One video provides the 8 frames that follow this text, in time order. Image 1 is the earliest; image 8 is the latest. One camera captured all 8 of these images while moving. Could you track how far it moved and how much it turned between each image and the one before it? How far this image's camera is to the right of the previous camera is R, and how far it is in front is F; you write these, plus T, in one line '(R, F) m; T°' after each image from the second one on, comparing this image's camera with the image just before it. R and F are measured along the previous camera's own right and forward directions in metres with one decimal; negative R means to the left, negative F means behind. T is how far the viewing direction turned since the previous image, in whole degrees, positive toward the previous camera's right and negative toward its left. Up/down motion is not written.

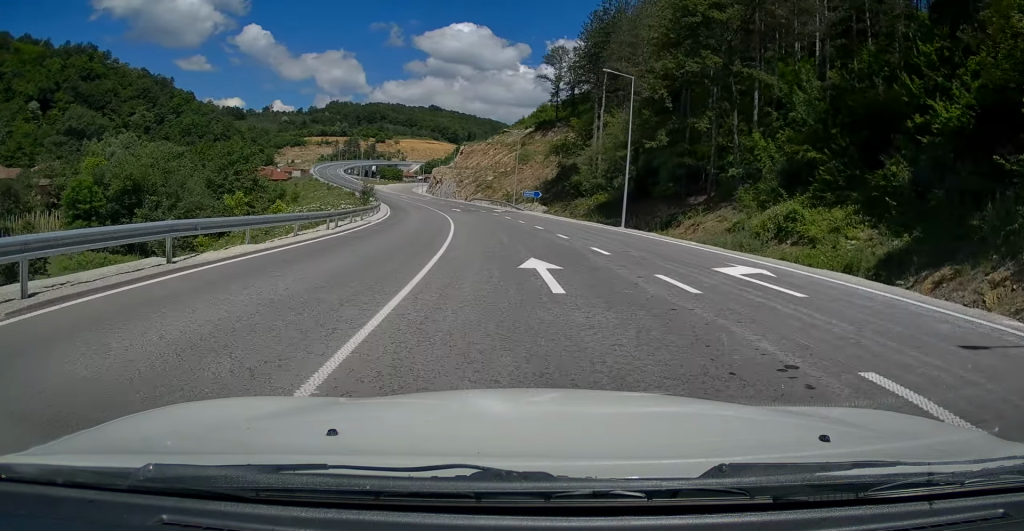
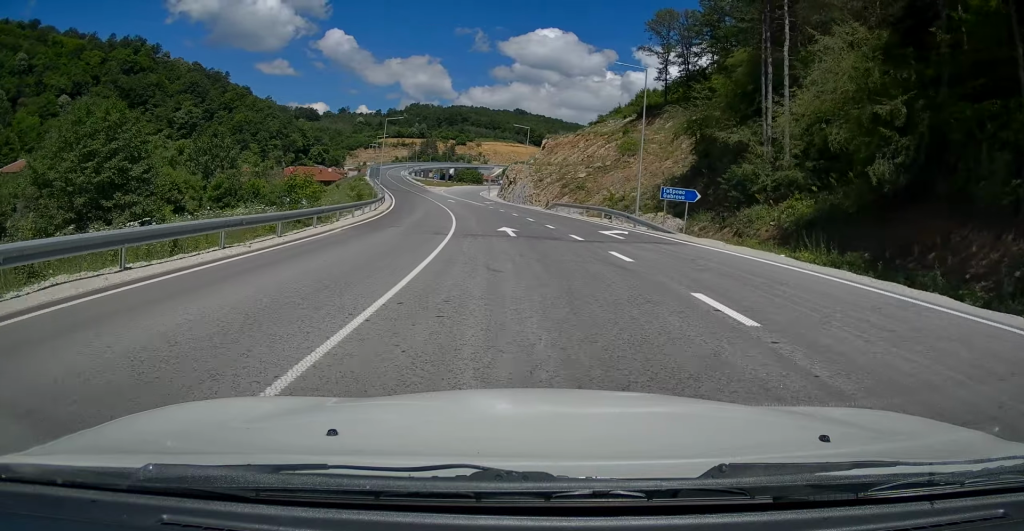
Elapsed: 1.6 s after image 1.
(-1.5, +31.7) m; -6°
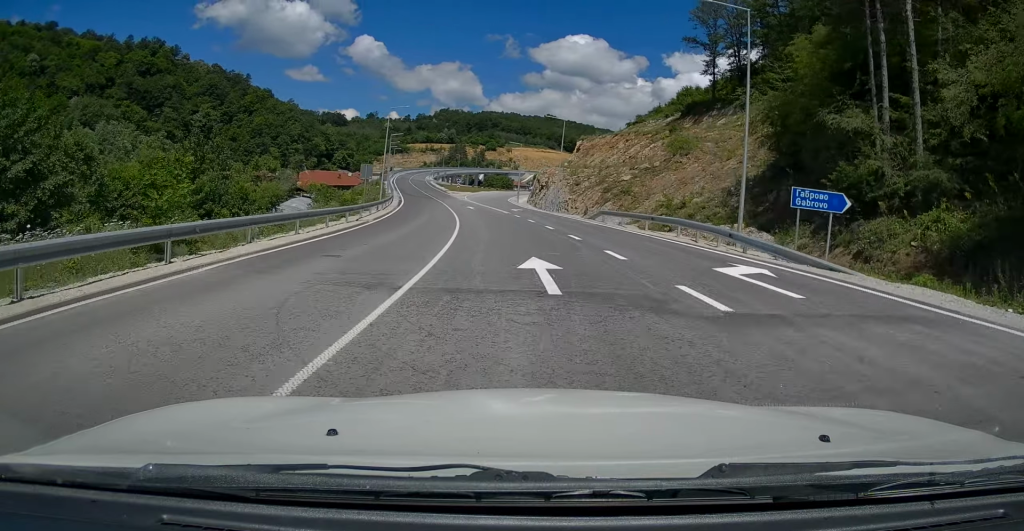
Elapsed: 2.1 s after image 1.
(-0.2, +10.9) m; -2°
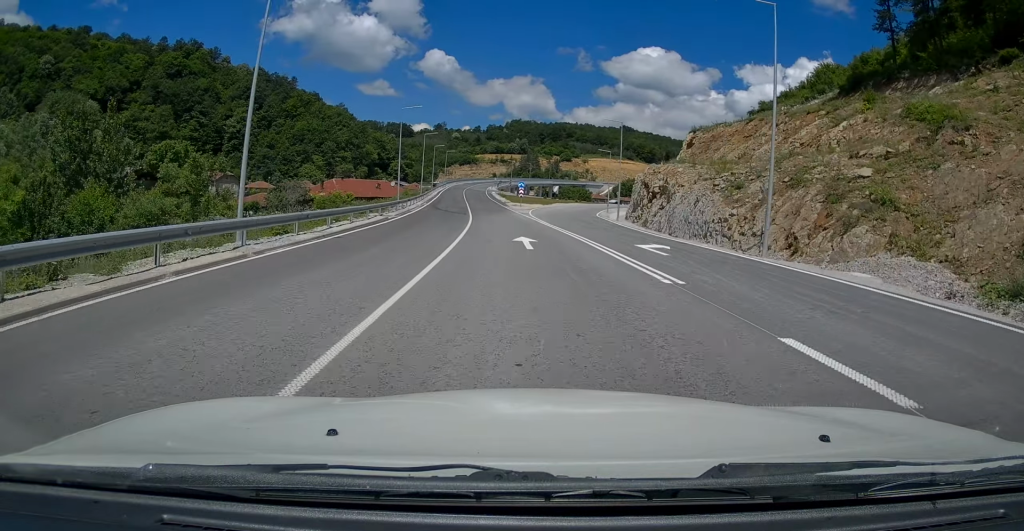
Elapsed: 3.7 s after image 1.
(-1.5, +33.2) m; -5°
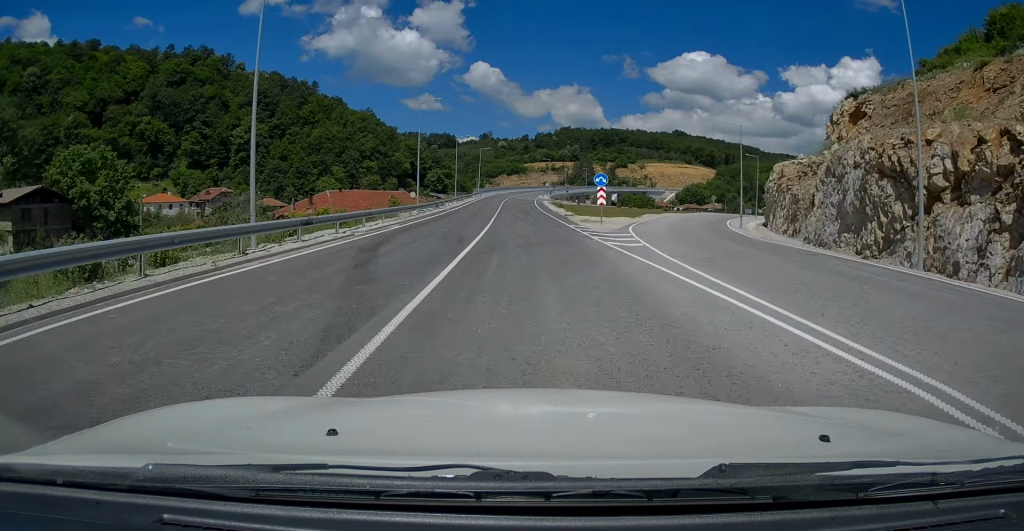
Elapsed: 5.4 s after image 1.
(-1.6, +33.1) m; -6°
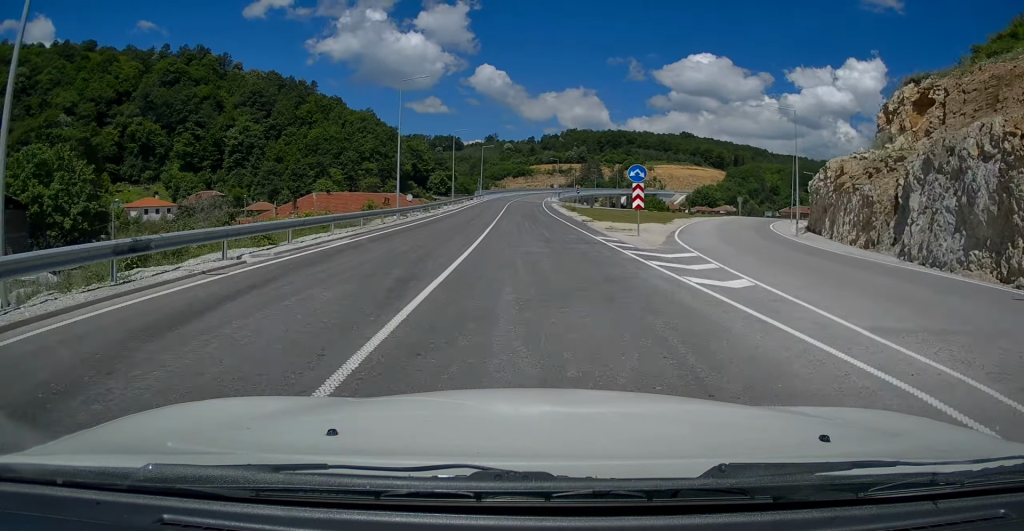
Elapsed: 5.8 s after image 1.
(-0.3, +8.8) m; 0°
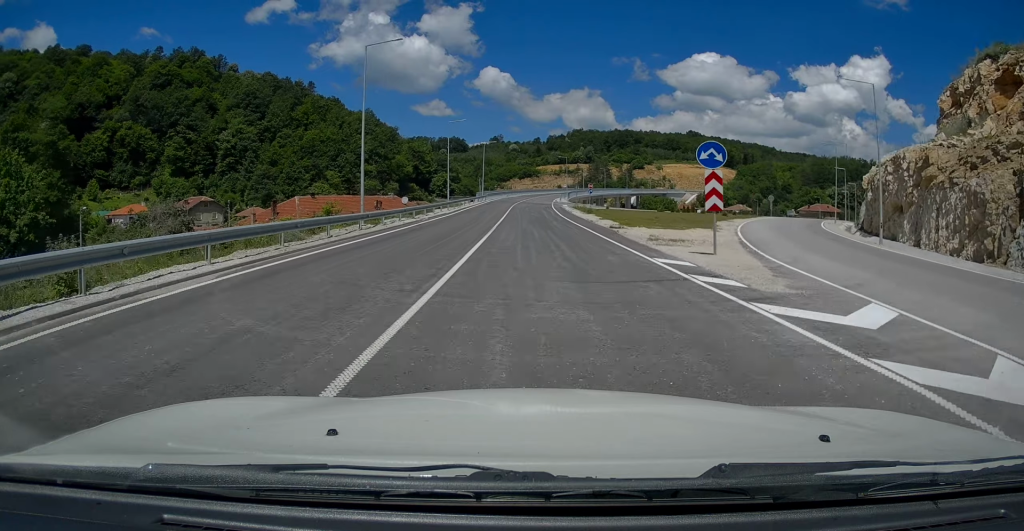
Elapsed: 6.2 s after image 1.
(-0.2, +8.8) m; 0°
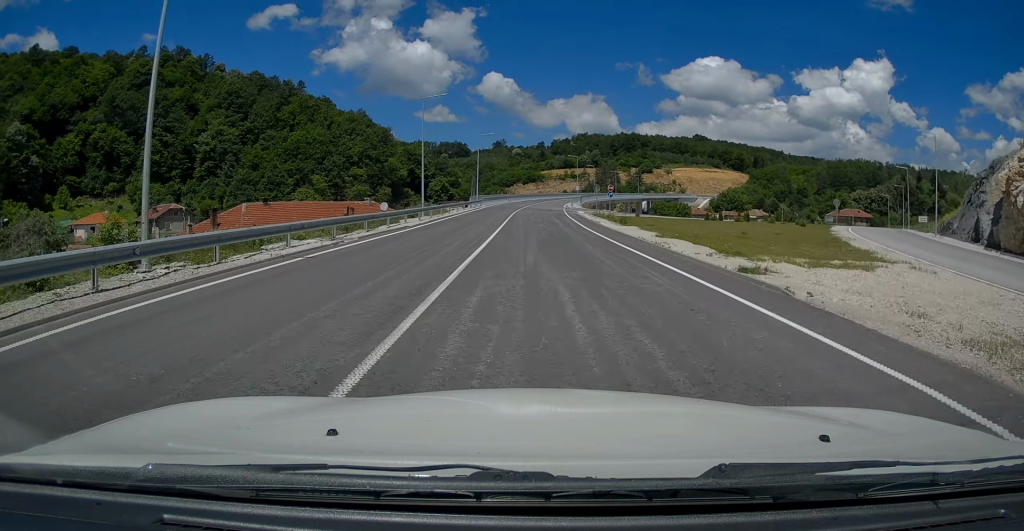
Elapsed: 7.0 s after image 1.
(+0.2, +15.7) m; +1°
